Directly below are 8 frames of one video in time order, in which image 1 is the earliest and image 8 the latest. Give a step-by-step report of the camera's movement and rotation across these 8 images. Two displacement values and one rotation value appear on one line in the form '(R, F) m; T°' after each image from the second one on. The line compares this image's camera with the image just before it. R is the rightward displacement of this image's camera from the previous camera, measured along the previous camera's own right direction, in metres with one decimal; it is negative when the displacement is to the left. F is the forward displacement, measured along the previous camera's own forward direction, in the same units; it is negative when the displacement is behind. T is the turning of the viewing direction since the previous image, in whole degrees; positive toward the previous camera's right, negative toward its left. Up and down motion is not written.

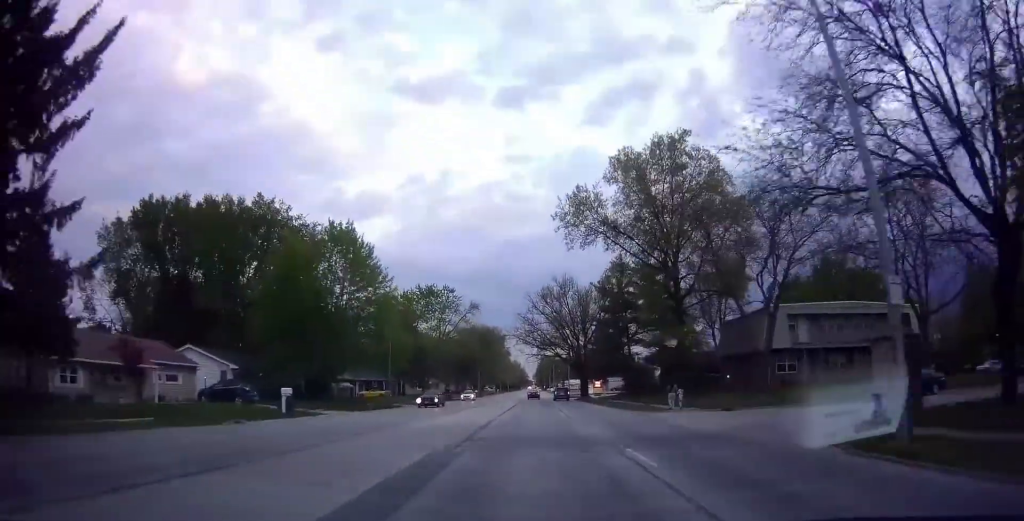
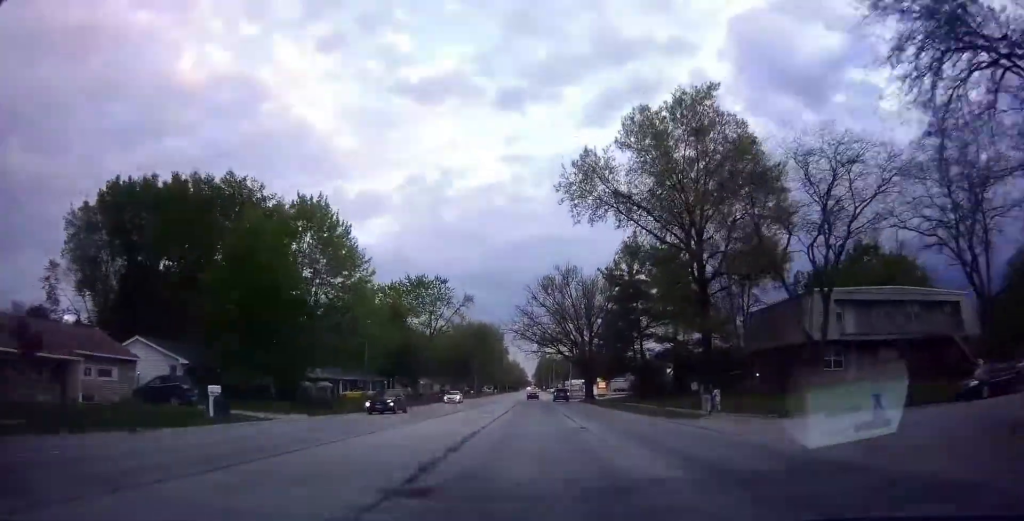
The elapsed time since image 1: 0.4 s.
(+0.3, +7.7) m; +1°
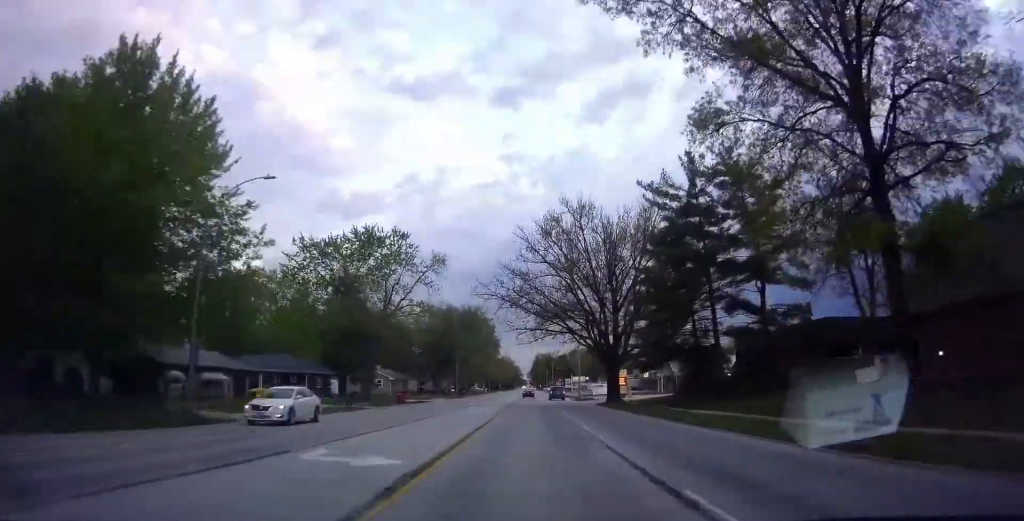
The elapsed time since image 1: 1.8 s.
(+0.3, +23.6) m; +1°
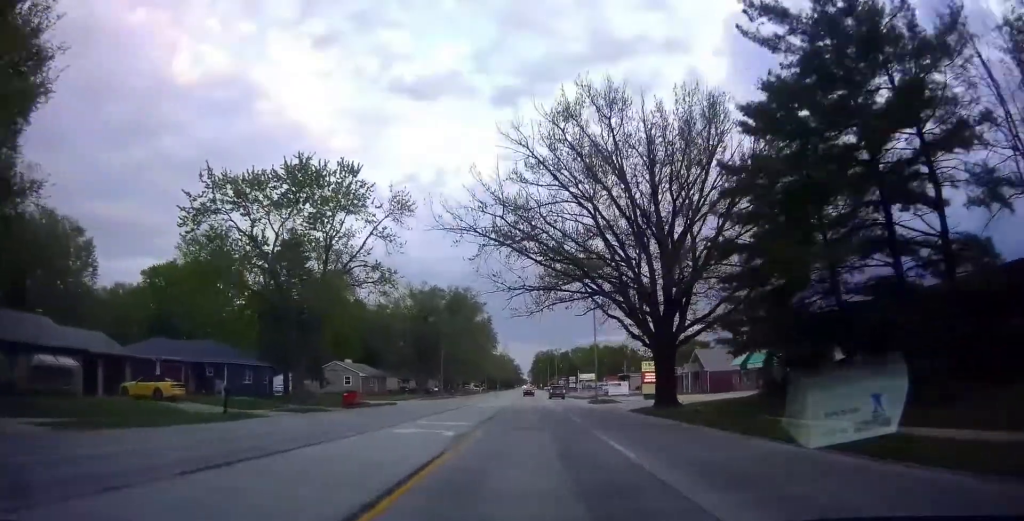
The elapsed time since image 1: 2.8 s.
(0.0, +17.6) m; 0°
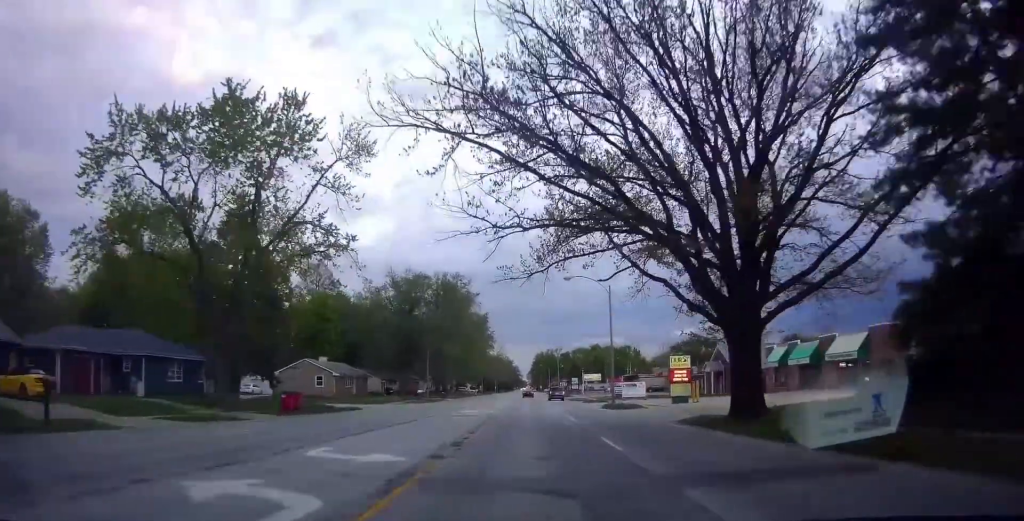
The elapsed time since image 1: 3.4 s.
(0.0, +11.1) m; 0°
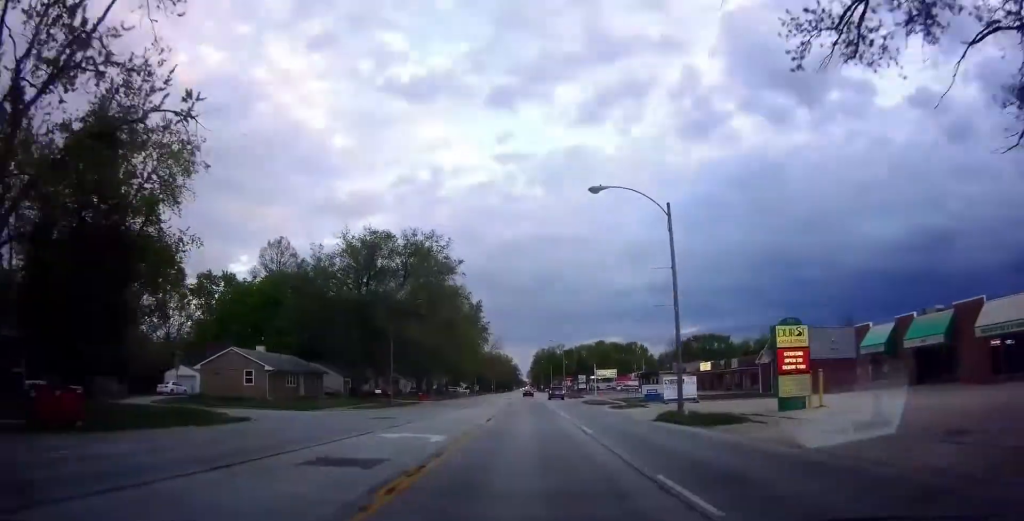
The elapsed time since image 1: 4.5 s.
(0.0, +18.8) m; -1°
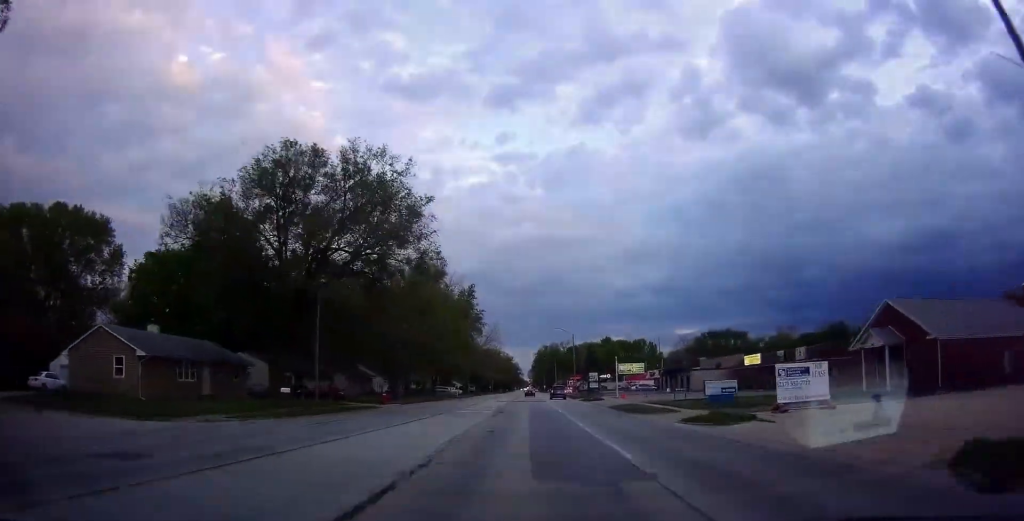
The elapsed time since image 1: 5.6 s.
(-0.4, +19.5) m; 0°
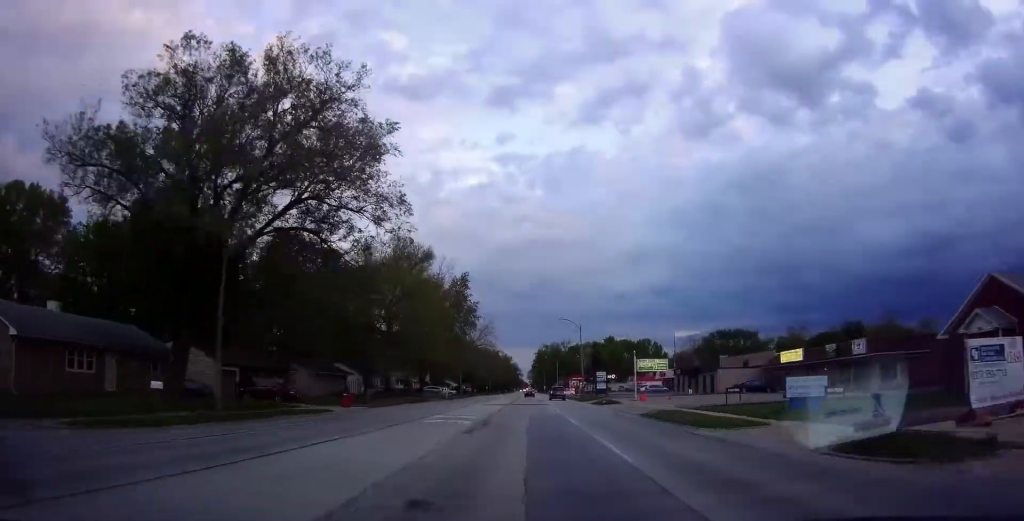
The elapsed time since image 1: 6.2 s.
(+0.2, +11.8) m; +1°
